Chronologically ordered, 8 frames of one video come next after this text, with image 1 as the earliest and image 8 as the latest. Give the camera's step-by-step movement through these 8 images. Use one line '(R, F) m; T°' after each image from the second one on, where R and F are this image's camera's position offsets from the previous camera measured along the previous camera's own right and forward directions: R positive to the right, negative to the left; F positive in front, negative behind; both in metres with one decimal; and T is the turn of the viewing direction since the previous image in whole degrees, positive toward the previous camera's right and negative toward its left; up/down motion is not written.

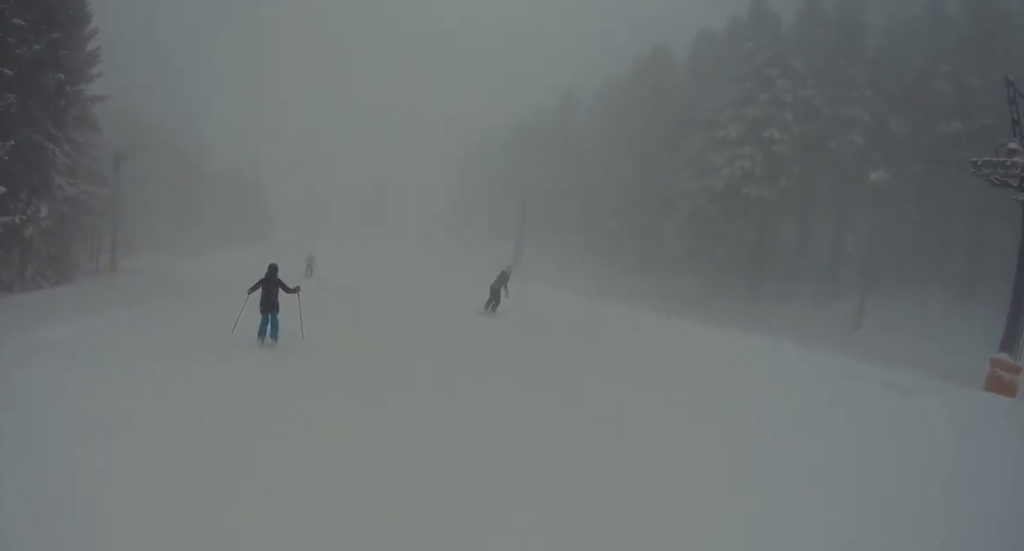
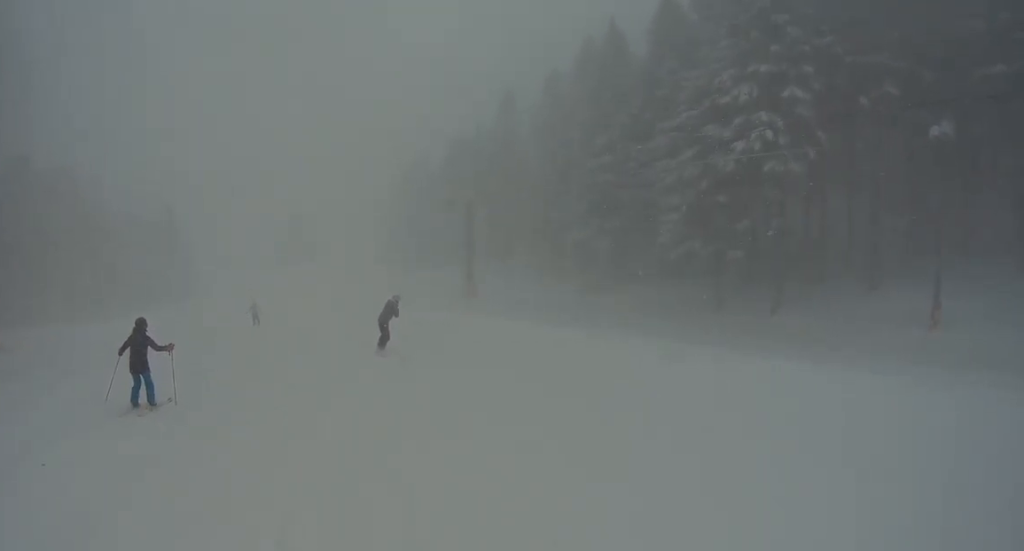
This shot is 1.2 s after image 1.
(+1.4, +9.9) m; +12°
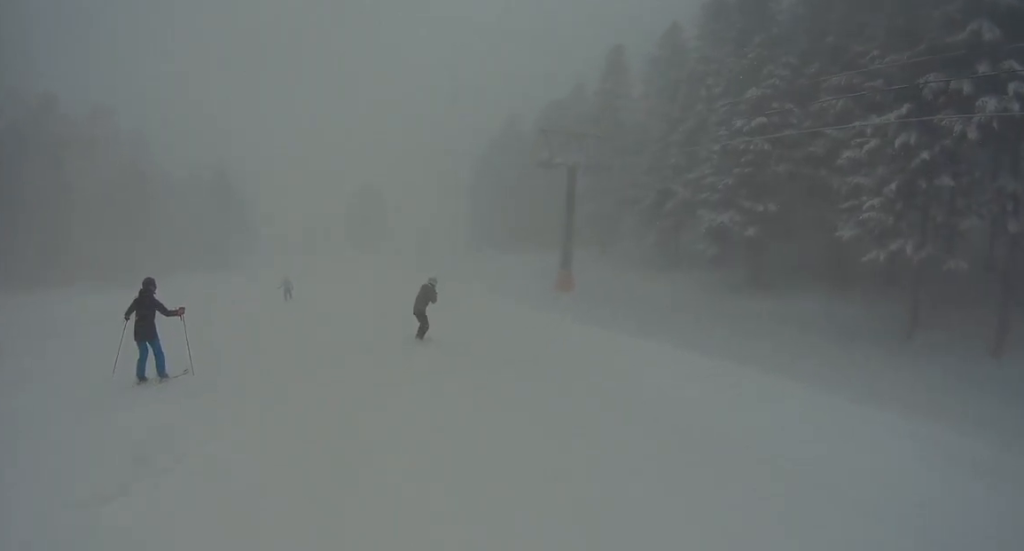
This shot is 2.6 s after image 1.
(0.0, +11.2) m; +5°
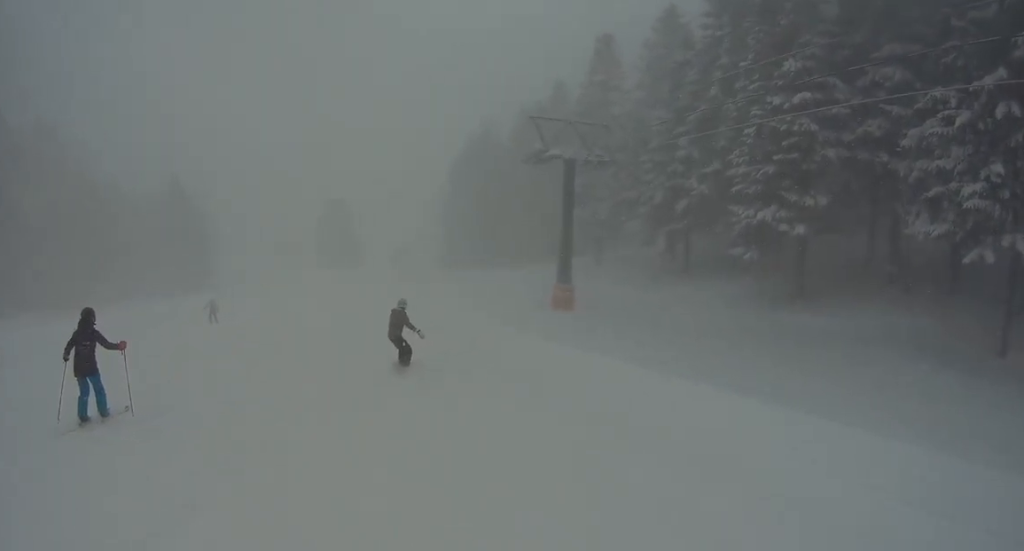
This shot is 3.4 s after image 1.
(+1.0, +6.5) m; +5°
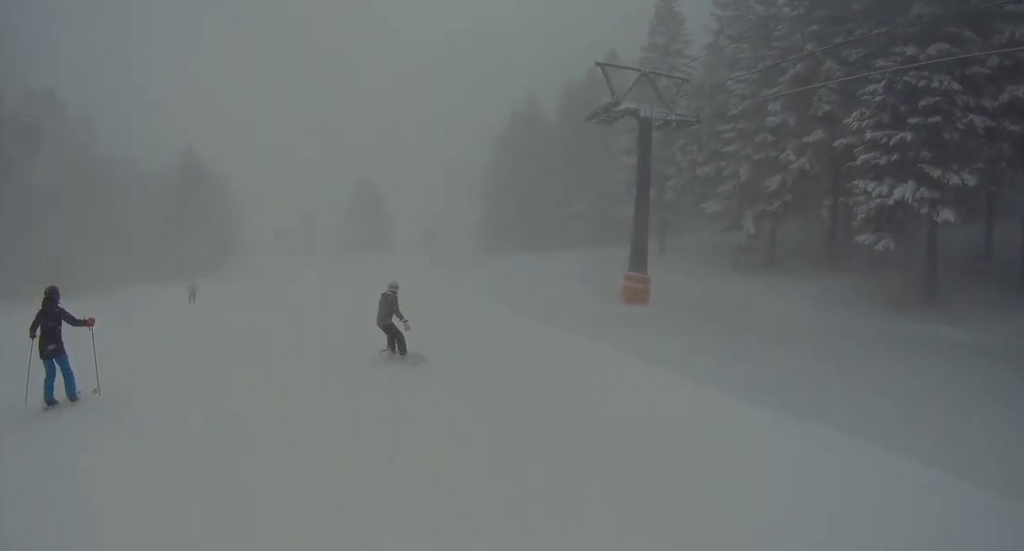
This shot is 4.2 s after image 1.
(0.0, +7.0) m; 0°
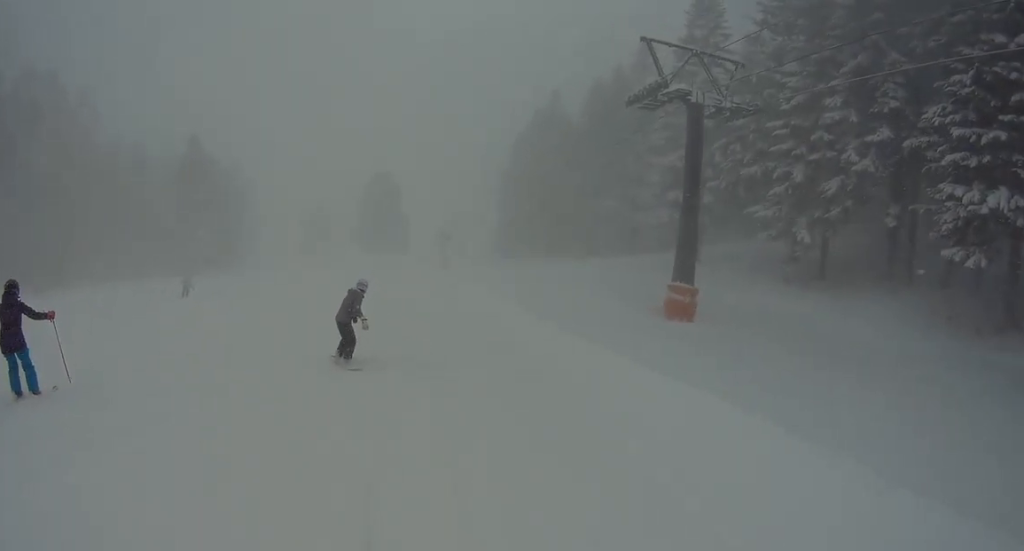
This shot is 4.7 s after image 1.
(-0.1, +4.0) m; -1°
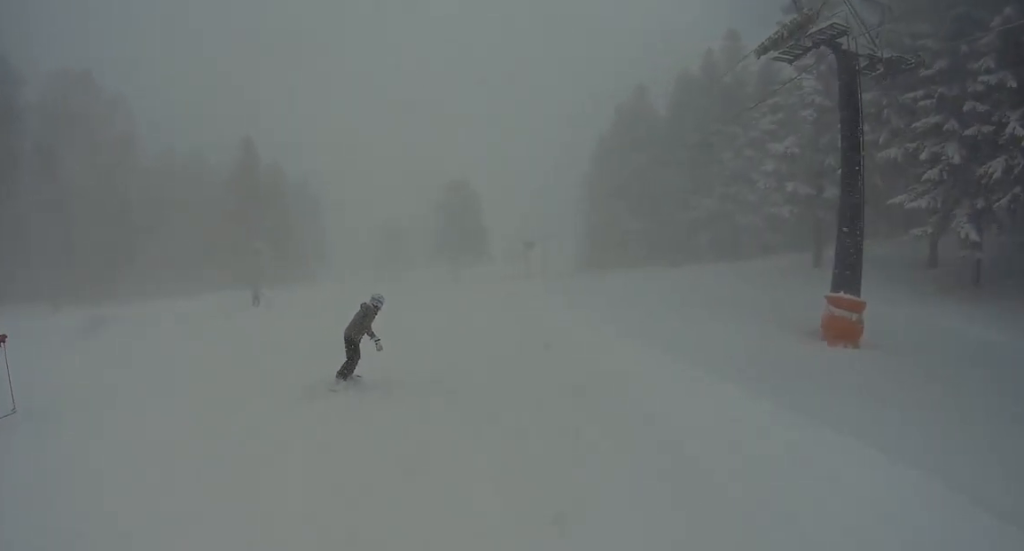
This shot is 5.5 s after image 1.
(0.0, +6.6) m; -2°
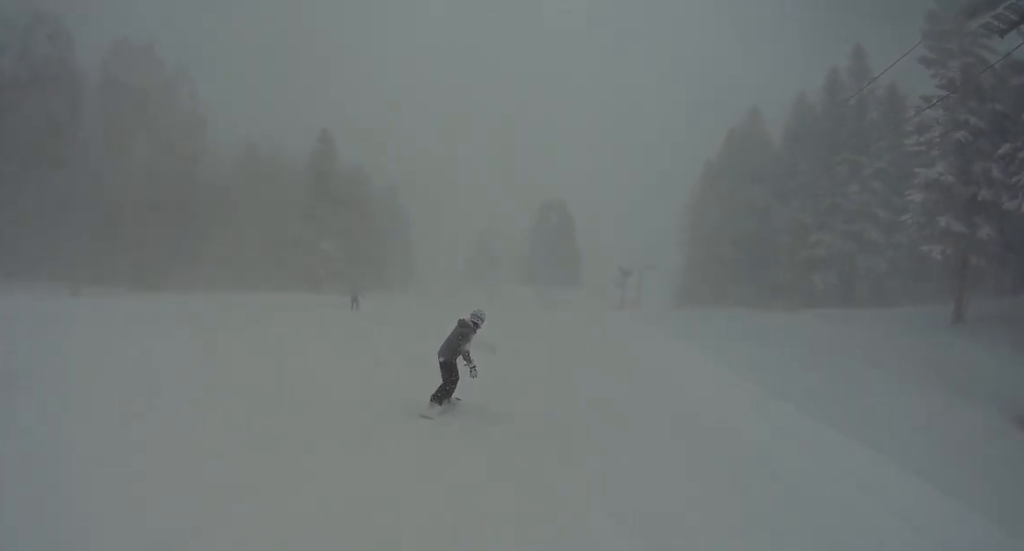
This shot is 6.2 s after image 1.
(-0.2, +6.4) m; -2°
